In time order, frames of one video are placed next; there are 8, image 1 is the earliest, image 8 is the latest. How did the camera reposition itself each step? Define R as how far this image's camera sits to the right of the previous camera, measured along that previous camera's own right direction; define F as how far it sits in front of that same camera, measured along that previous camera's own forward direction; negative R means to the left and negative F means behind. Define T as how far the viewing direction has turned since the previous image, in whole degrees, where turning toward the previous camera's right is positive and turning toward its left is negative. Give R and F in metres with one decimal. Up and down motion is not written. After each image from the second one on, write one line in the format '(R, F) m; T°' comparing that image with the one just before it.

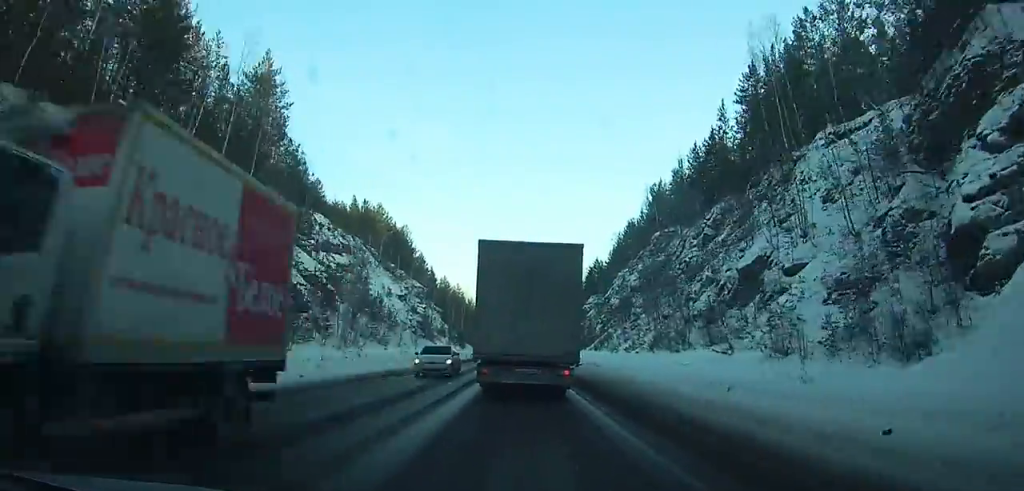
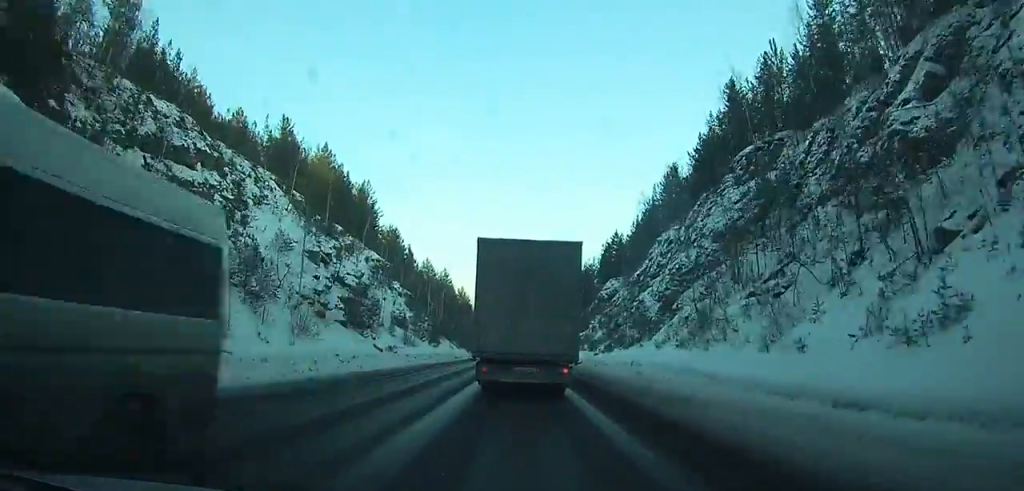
(-0.3, +34.6) m; 0°
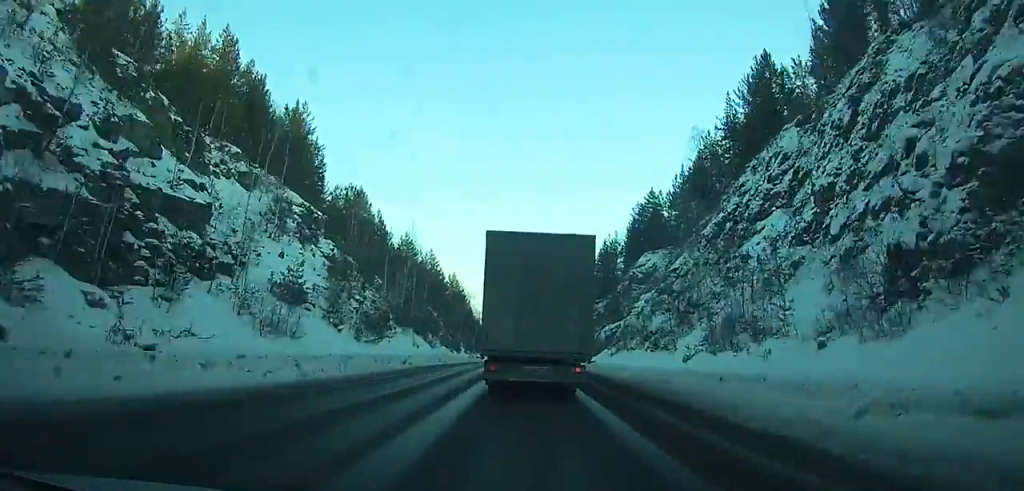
(+0.1, +34.3) m; 0°
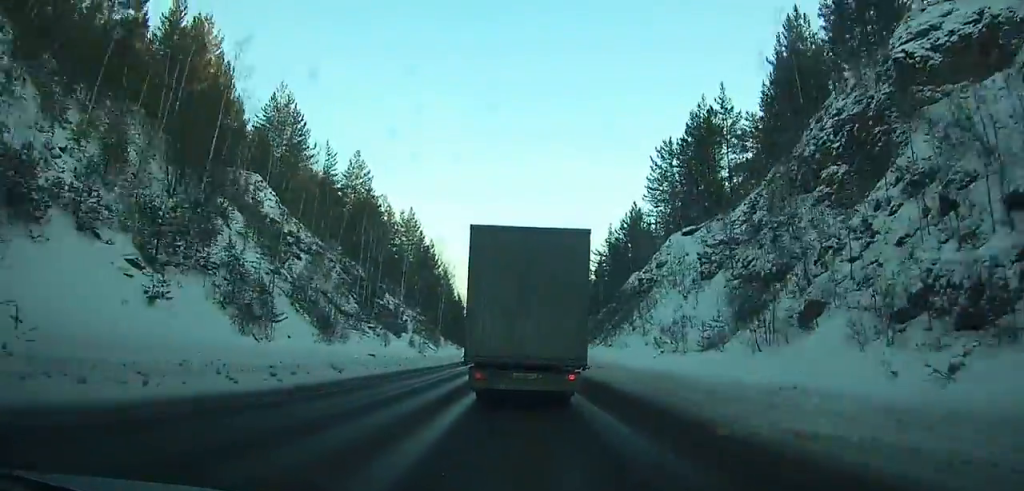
(-0.4, +71.2) m; -1°
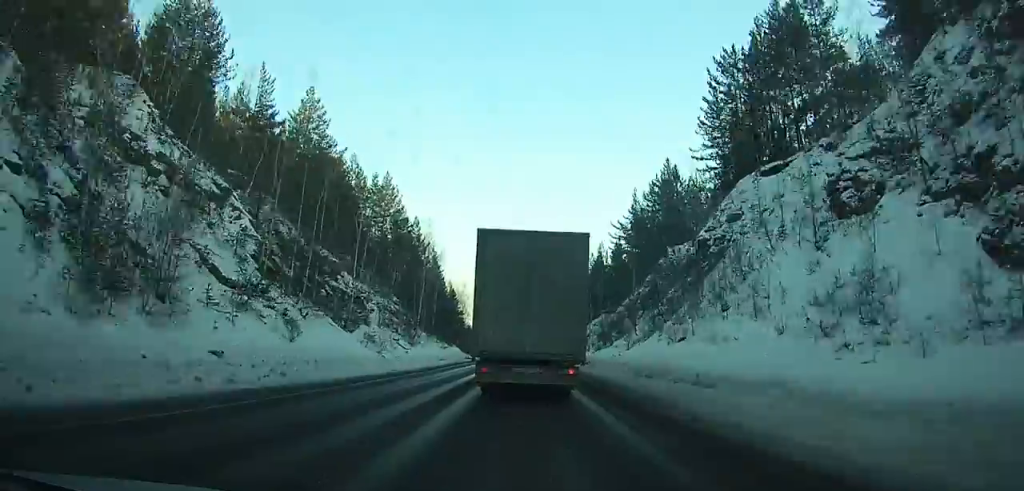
(-0.1, +21.9) m; 0°
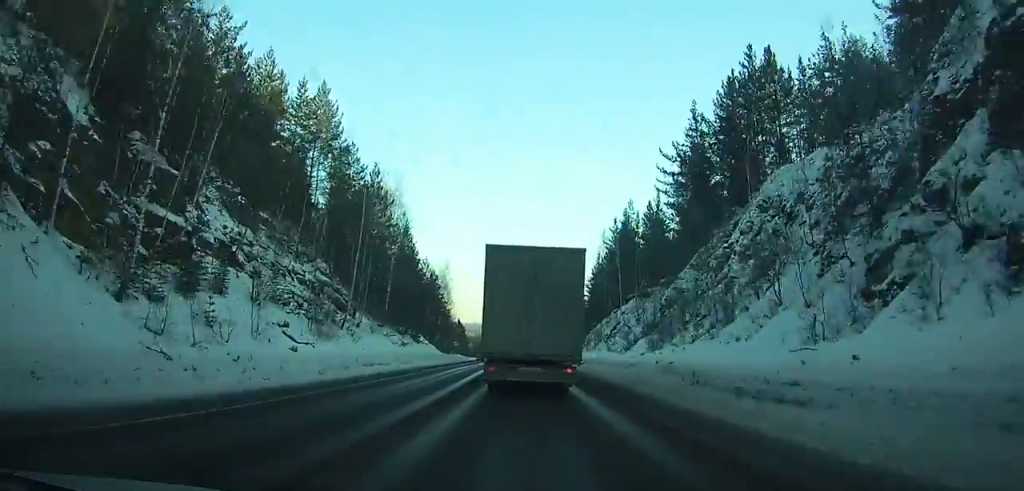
(-0.1, +29.2) m; 0°
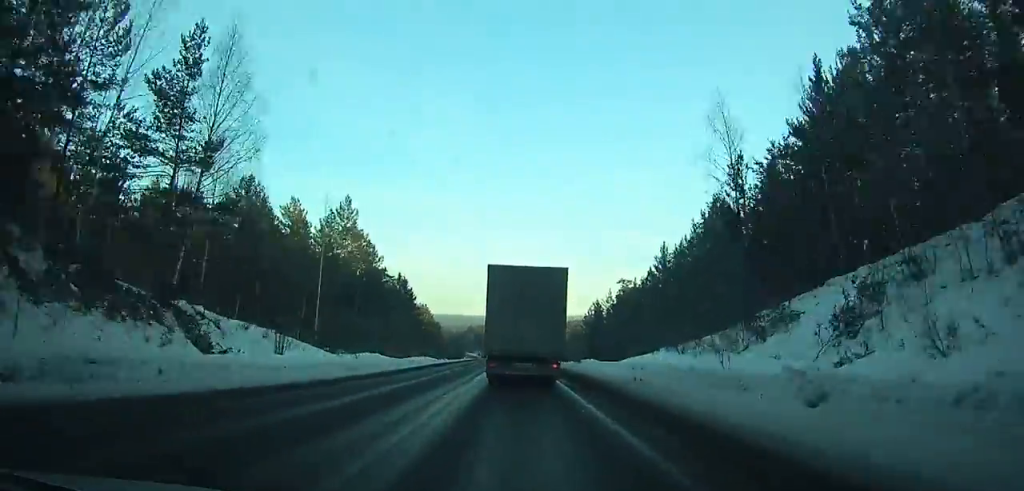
(-0.7, +96.6) m; -2°
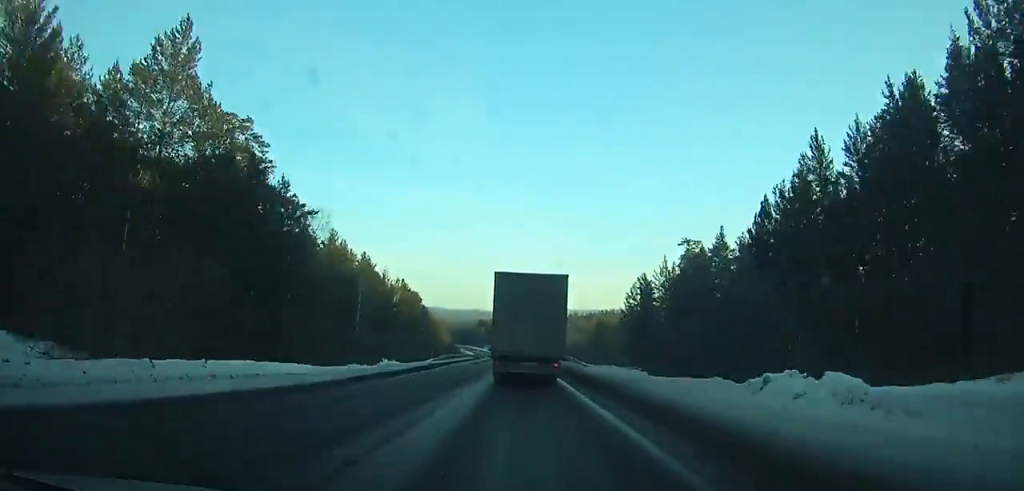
(-0.8, +53.2) m; -2°
